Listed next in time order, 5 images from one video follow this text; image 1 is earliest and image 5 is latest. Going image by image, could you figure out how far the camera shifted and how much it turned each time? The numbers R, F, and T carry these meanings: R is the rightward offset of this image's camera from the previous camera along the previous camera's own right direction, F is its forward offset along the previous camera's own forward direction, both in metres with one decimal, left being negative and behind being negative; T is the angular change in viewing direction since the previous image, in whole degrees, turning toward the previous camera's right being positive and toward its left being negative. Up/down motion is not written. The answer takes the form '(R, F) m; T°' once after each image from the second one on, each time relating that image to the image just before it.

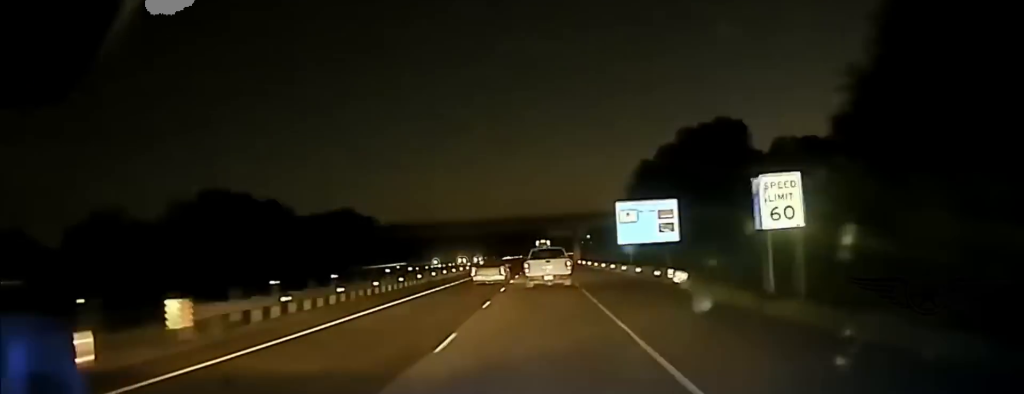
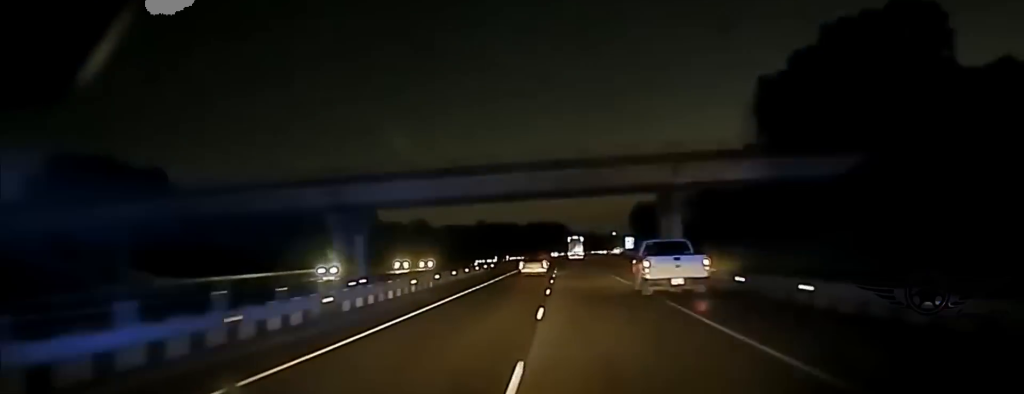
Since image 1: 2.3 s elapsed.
(-1.0, +81.8) m; -1°
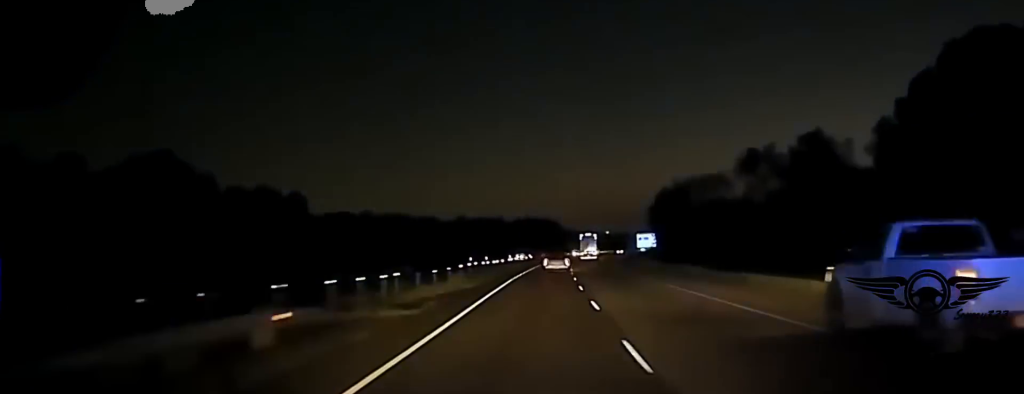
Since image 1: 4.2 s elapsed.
(-0.1, +69.6) m; +1°
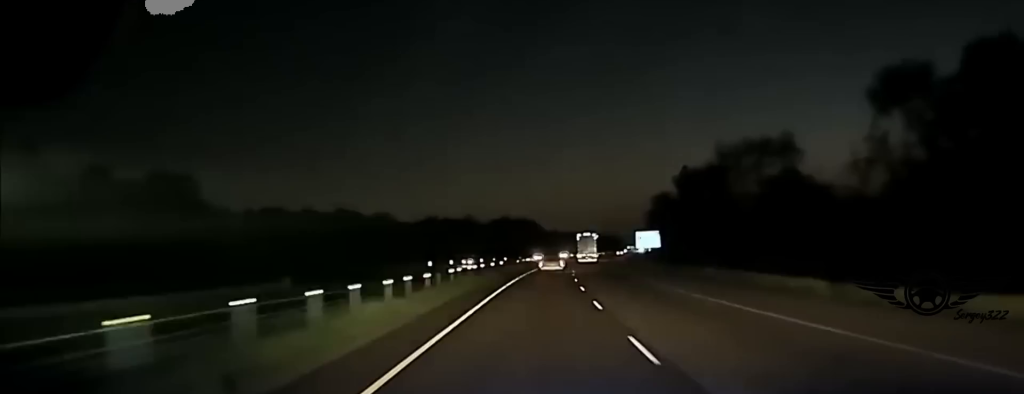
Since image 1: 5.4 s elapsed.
(+1.0, +47.8) m; +2°
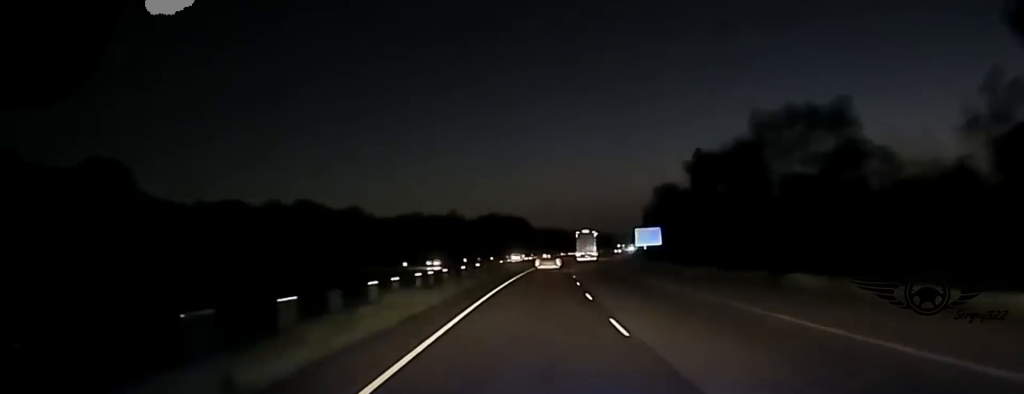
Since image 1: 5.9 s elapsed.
(+0.1, +20.2) m; 0°
